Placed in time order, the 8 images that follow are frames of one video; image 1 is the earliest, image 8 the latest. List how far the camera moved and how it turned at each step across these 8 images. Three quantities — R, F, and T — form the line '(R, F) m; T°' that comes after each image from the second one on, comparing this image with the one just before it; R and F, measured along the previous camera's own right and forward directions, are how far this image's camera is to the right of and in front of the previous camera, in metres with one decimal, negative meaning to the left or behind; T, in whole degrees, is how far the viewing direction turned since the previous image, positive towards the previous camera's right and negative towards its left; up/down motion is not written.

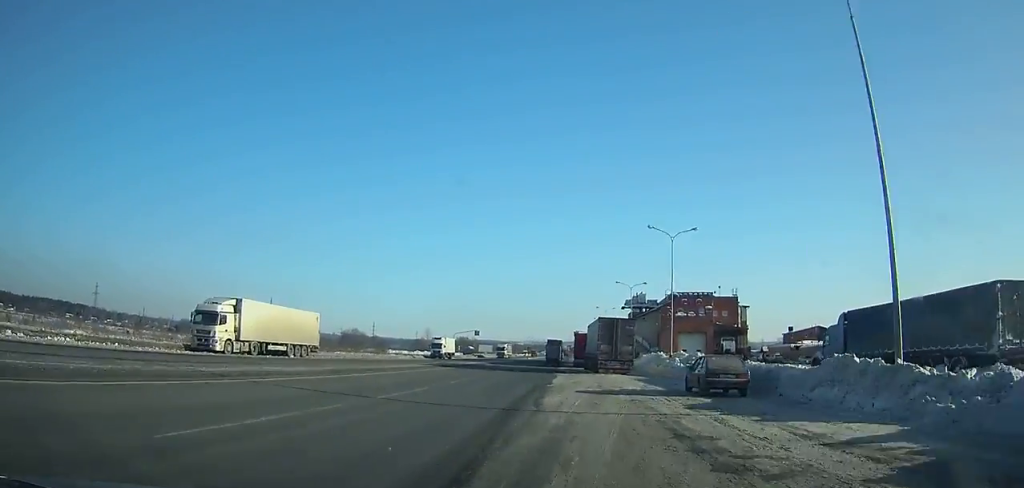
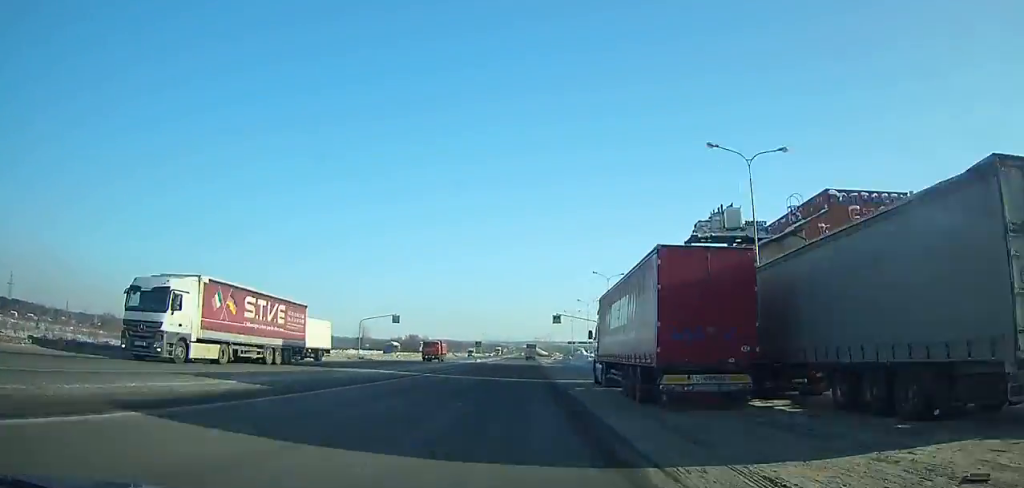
(+1.4, +67.0) m; +2°
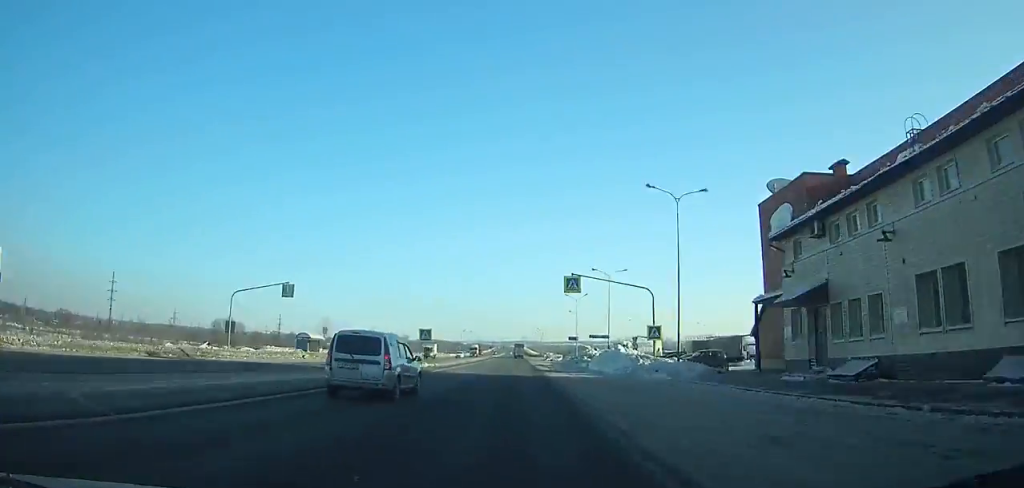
(+0.3, +43.3) m; +1°
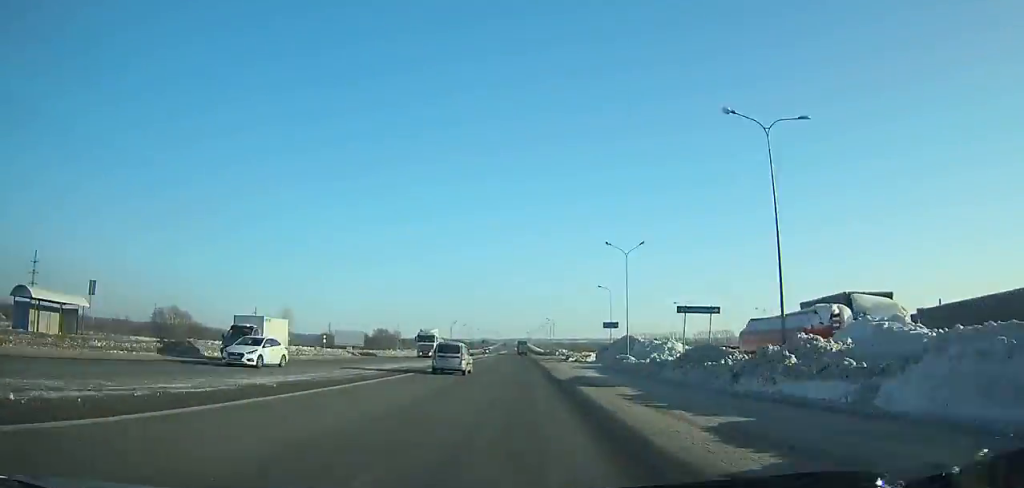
(+0.2, +49.1) m; 0°
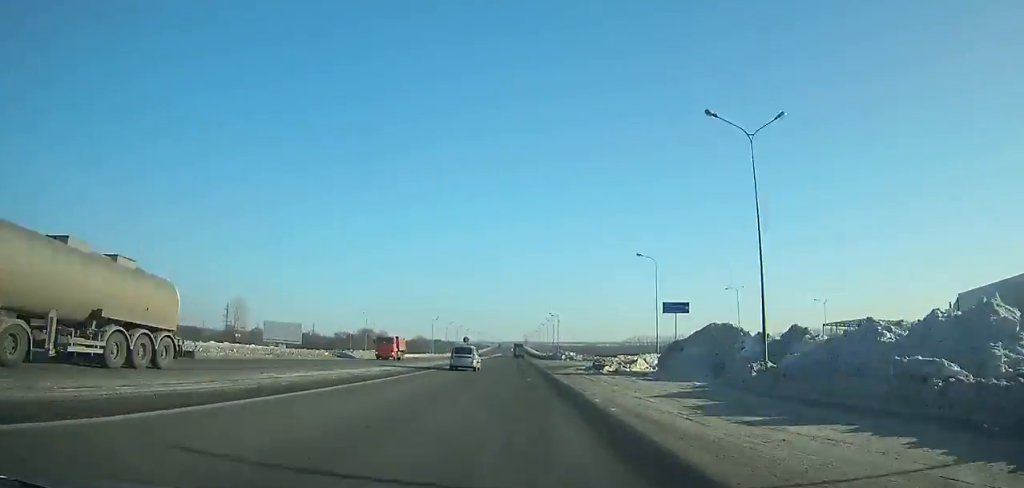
(+0.1, +35.7) m; 0°
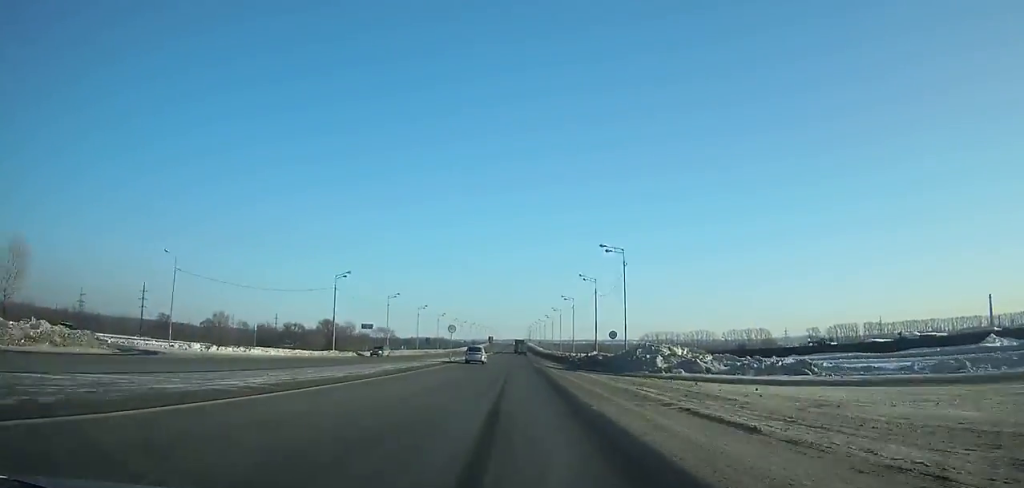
(-0.4, +90.1) m; 0°
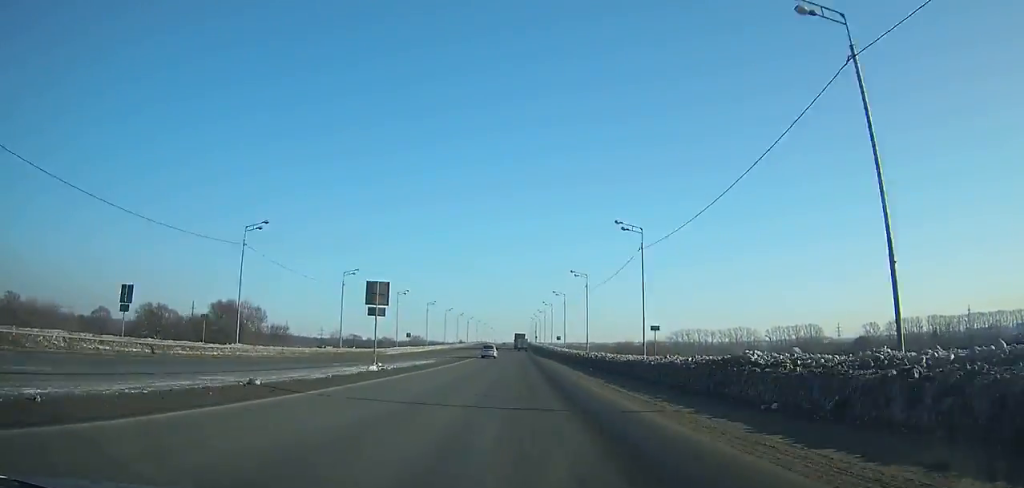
(-0.1, +120.8) m; 0°
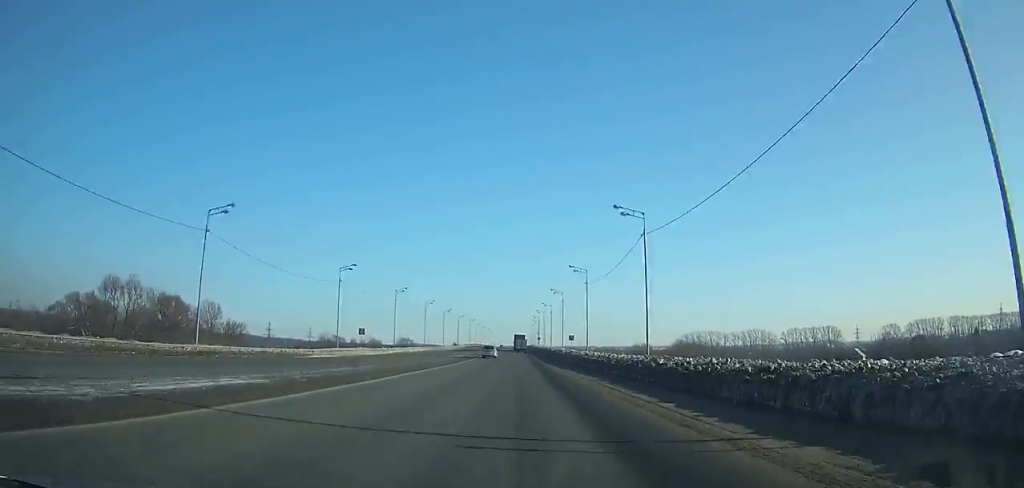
(0.0, +35.5) m; 0°
